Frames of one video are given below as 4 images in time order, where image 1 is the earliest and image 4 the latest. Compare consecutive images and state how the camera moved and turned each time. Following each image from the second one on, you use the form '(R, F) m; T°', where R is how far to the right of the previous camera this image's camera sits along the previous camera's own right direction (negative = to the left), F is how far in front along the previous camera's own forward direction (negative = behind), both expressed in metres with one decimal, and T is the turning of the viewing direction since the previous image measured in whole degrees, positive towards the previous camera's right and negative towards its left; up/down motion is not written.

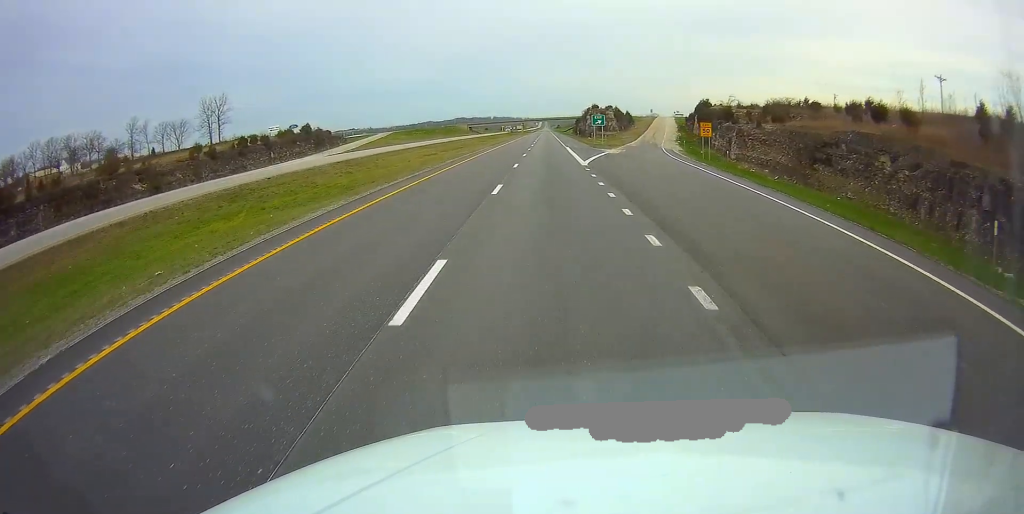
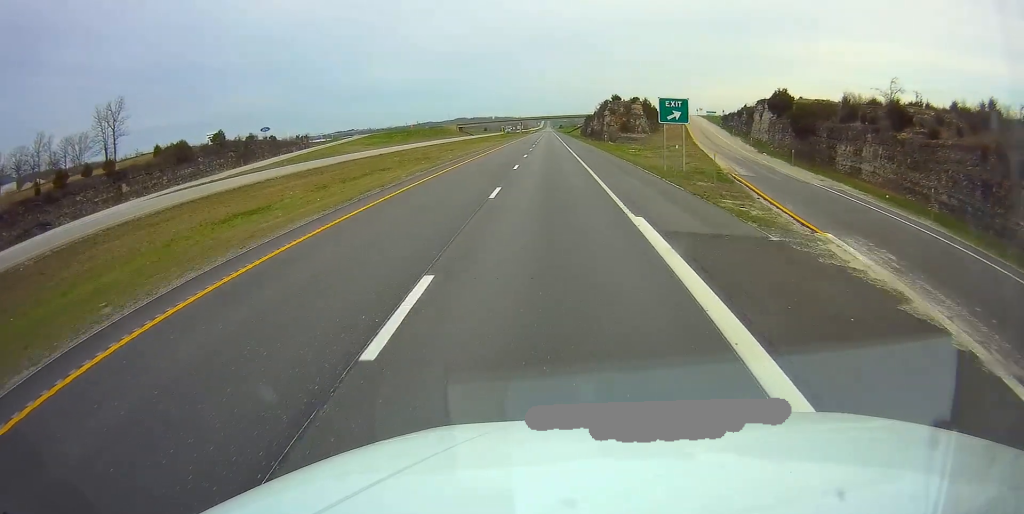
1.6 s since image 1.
(+0.1, +49.4) m; 0°
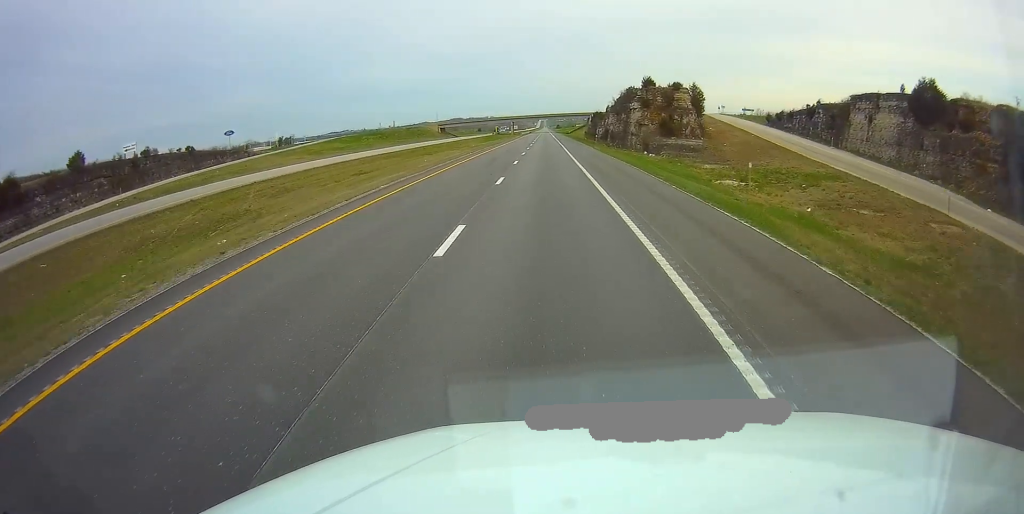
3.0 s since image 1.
(0.0, +44.2) m; 0°
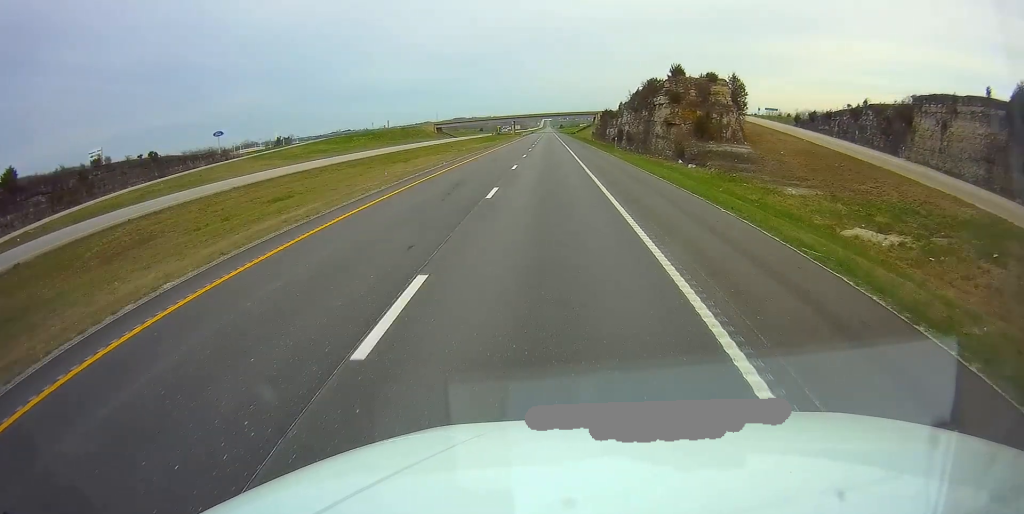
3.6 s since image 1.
(0.0, +16.5) m; 0°
